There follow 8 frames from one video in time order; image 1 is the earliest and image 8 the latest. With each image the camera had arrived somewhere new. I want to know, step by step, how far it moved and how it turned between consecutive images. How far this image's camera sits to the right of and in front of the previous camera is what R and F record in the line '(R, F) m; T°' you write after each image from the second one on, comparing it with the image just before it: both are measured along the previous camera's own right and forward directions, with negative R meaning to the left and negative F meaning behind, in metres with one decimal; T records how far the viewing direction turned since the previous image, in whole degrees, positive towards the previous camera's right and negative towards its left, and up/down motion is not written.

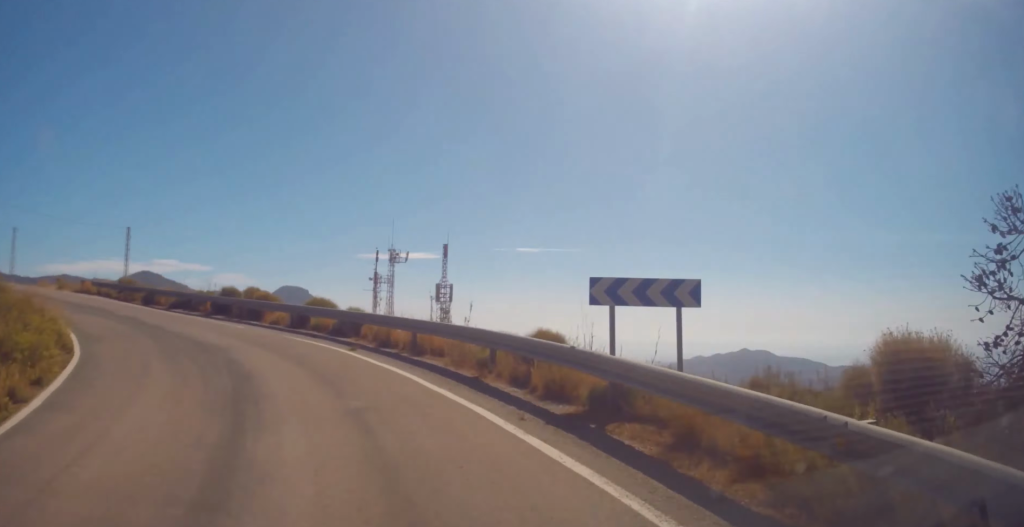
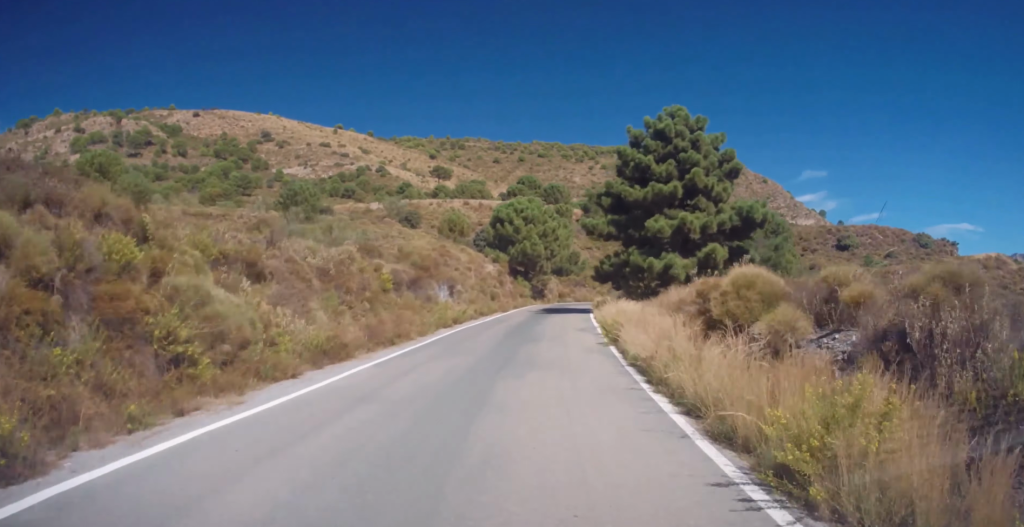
(-99.1, +70.5) m; -55°
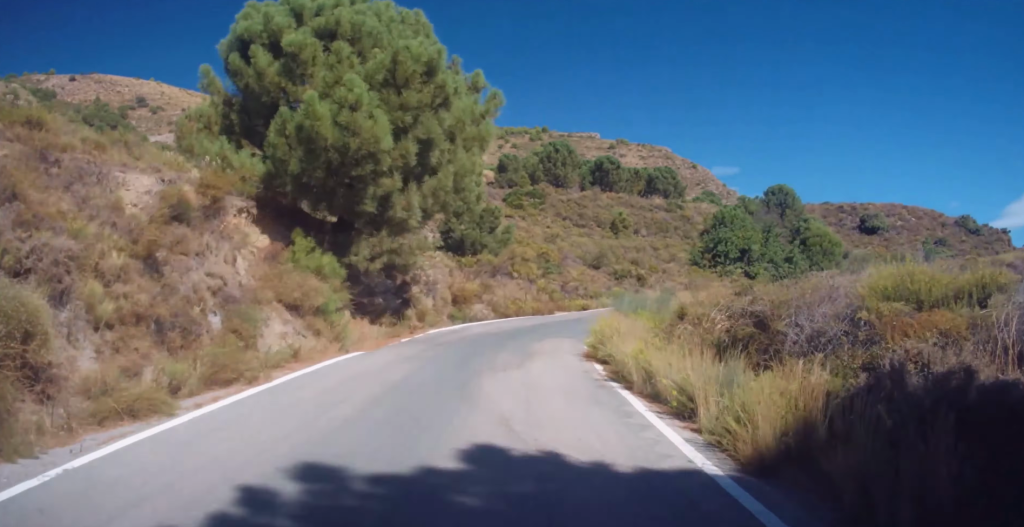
(-1.7, +37.7) m; +18°
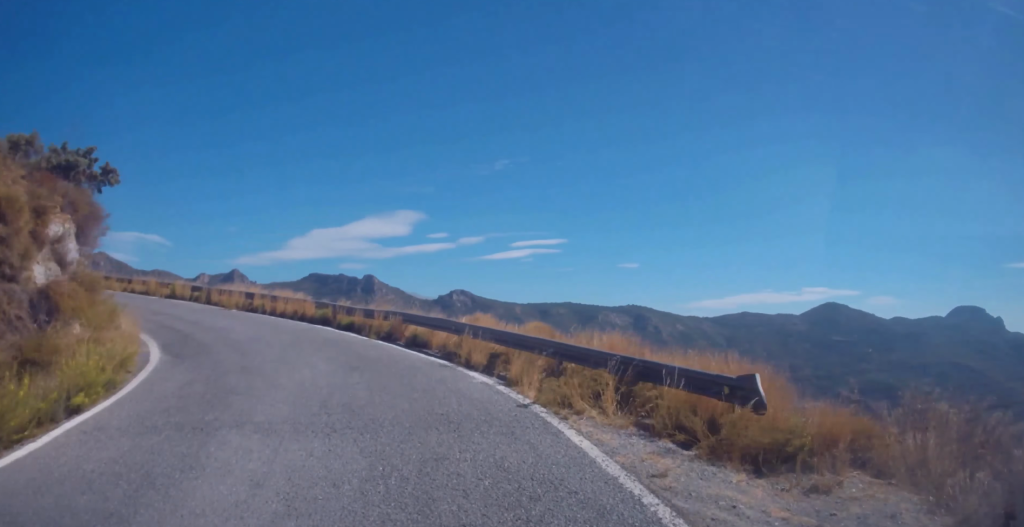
(+25.9, +89.8) m; -4°
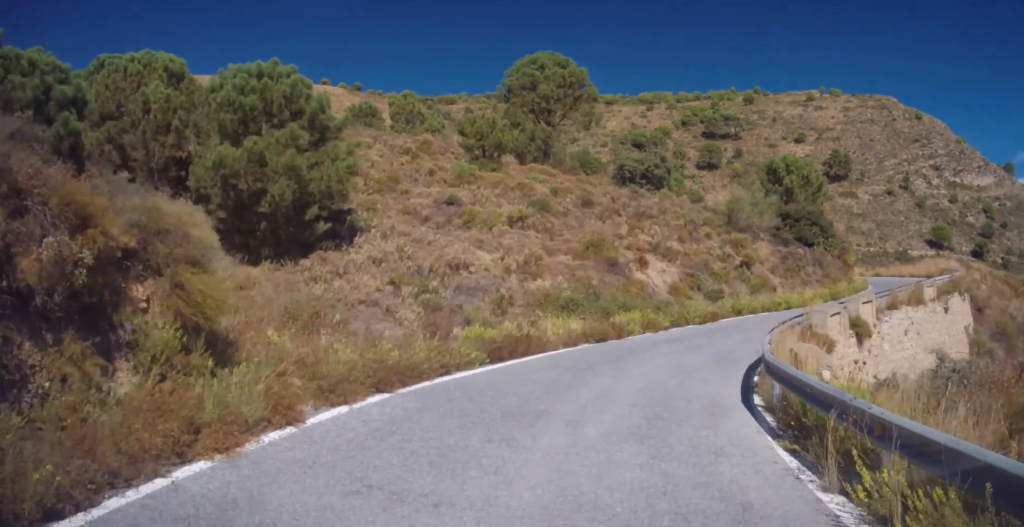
(-21.9, +62.3) m; -35°
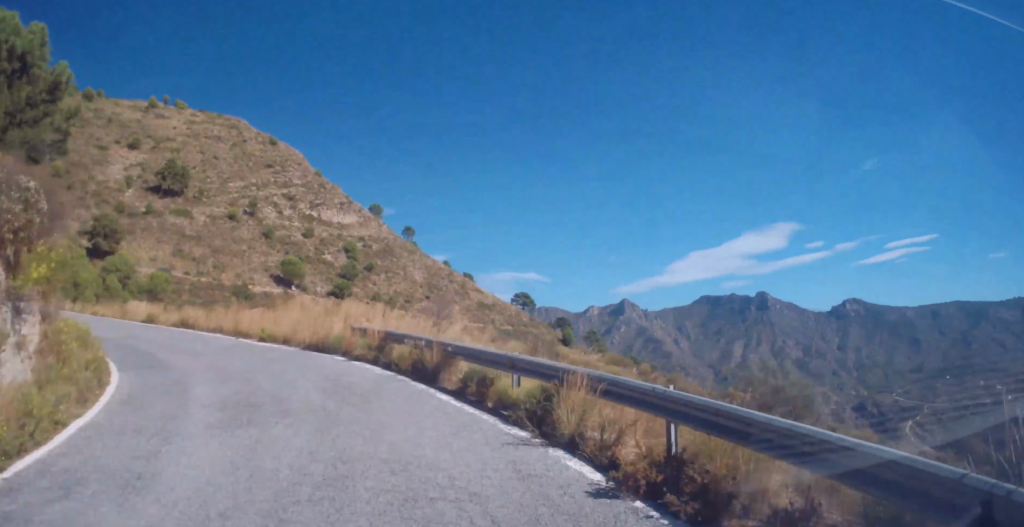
(+8.4, +31.5) m; -19°
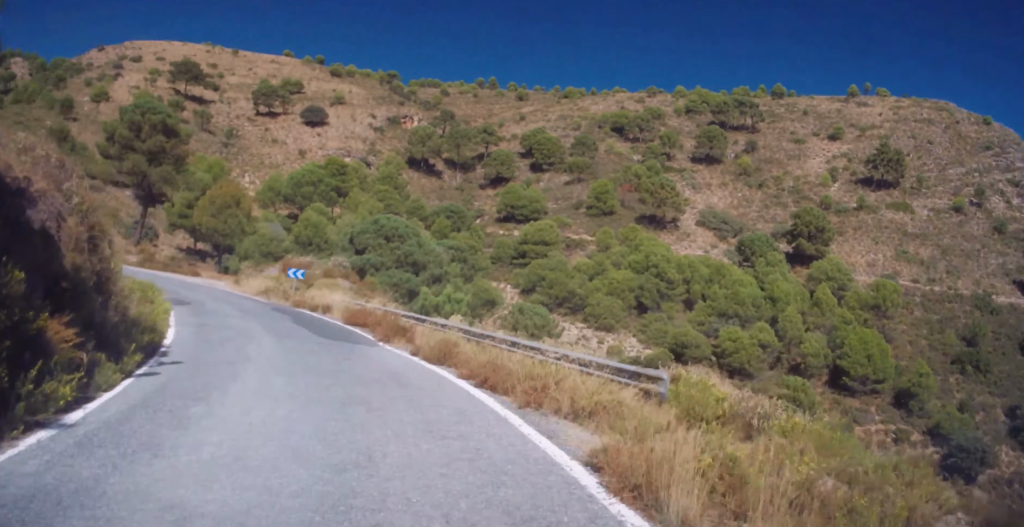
(-16.7, +22.8) m; -47°
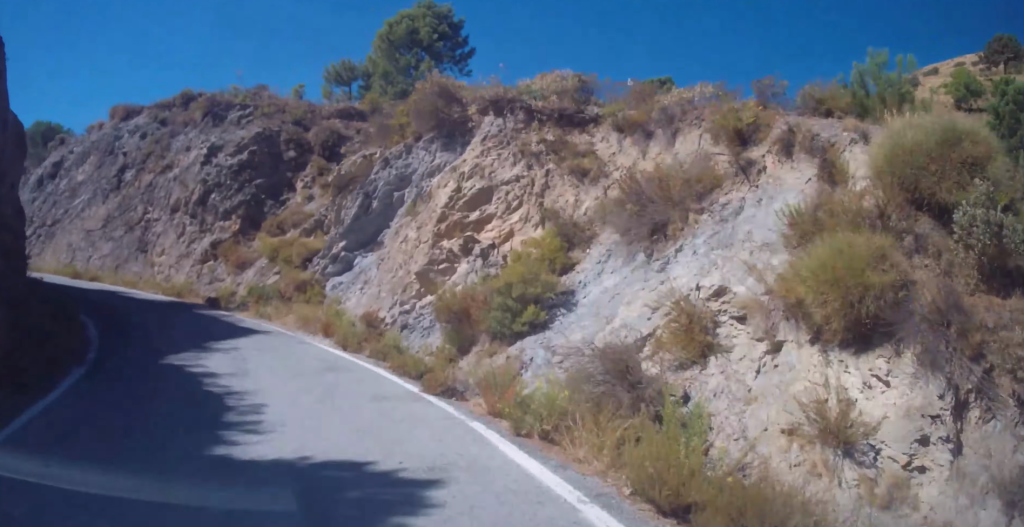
(-16.4, +29.4) m; -51°
